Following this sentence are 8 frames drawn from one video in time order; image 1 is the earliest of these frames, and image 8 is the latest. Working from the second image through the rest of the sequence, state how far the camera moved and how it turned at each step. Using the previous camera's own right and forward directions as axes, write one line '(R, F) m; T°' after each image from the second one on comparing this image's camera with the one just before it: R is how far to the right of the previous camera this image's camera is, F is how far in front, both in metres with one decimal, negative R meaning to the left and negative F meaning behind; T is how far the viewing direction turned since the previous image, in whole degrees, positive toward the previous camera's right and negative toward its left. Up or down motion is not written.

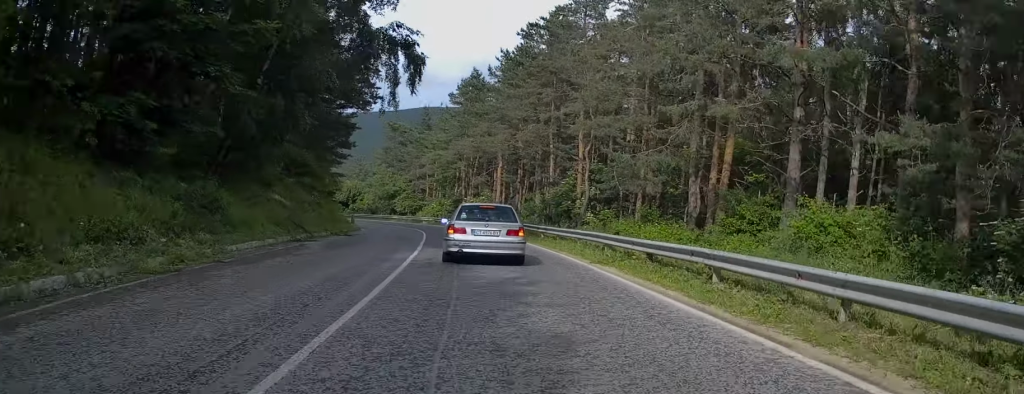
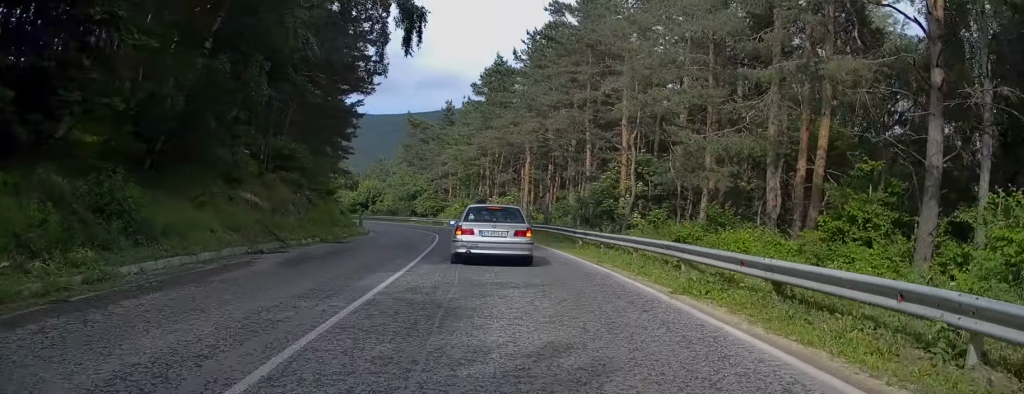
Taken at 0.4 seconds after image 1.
(-0.2, +6.0) m; -2°
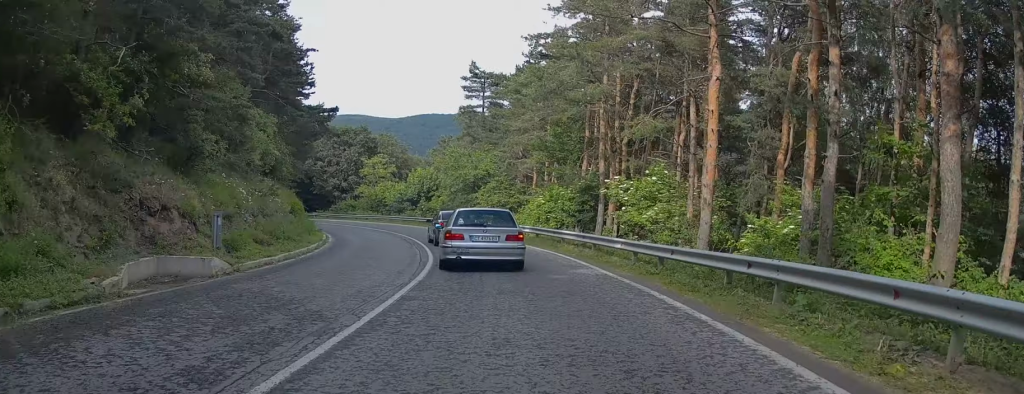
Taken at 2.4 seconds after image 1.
(-3.1, +30.4) m; -12°
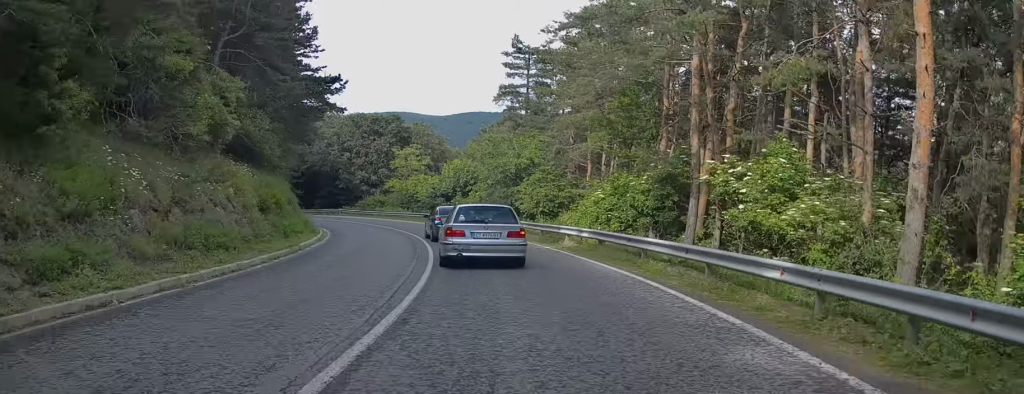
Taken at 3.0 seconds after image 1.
(0.0, +8.6) m; -4°
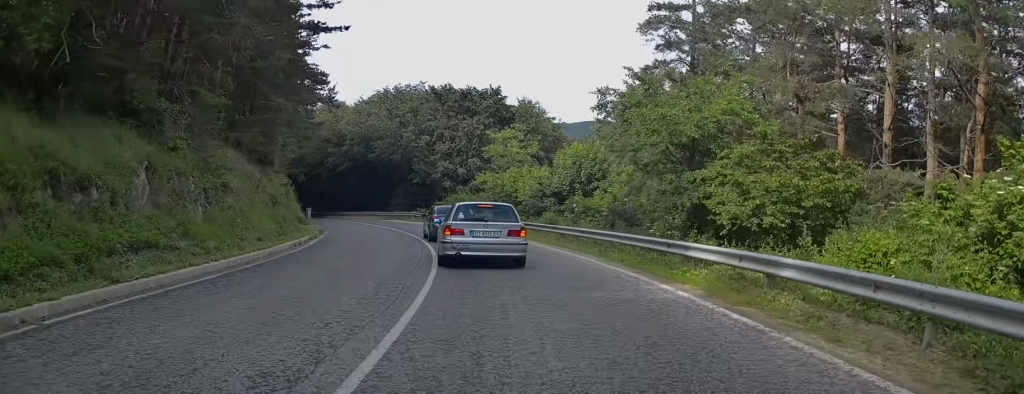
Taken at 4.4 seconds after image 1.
(-2.0, +21.3) m; -10°
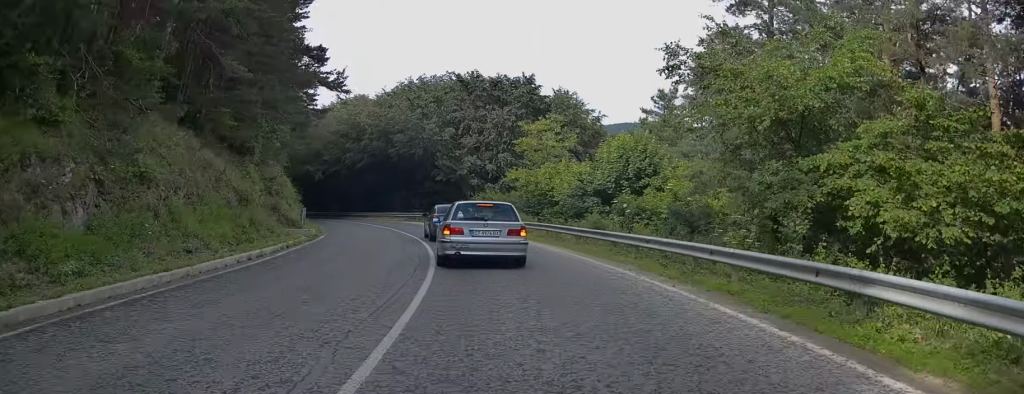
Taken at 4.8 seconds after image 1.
(0.0, +6.2) m; -3°
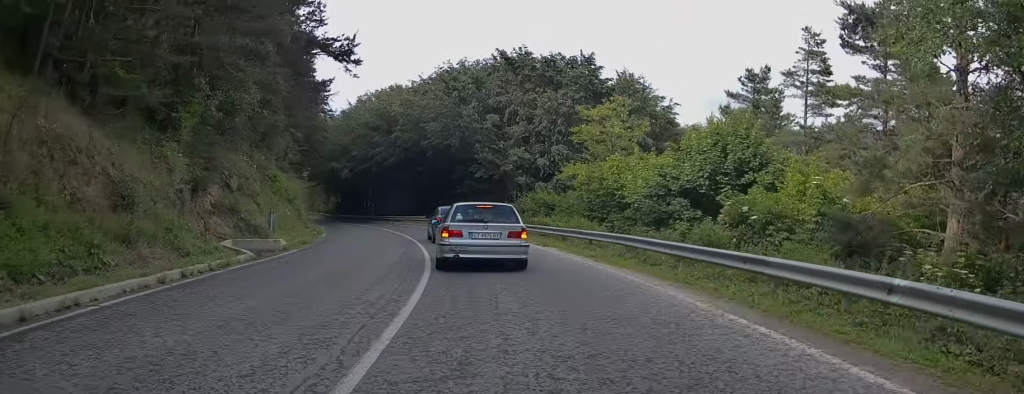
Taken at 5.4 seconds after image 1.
(-0.4, +9.3) m; -5°
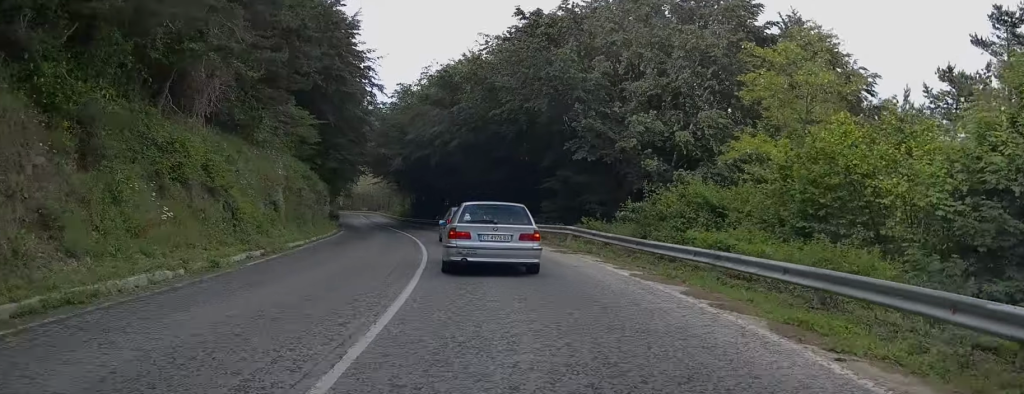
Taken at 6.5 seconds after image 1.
(-1.3, +16.6) m; -7°
